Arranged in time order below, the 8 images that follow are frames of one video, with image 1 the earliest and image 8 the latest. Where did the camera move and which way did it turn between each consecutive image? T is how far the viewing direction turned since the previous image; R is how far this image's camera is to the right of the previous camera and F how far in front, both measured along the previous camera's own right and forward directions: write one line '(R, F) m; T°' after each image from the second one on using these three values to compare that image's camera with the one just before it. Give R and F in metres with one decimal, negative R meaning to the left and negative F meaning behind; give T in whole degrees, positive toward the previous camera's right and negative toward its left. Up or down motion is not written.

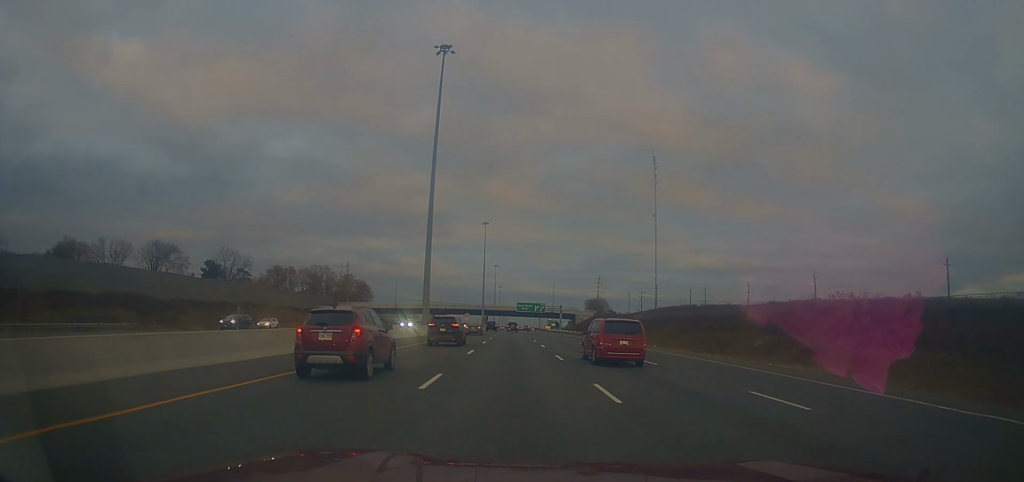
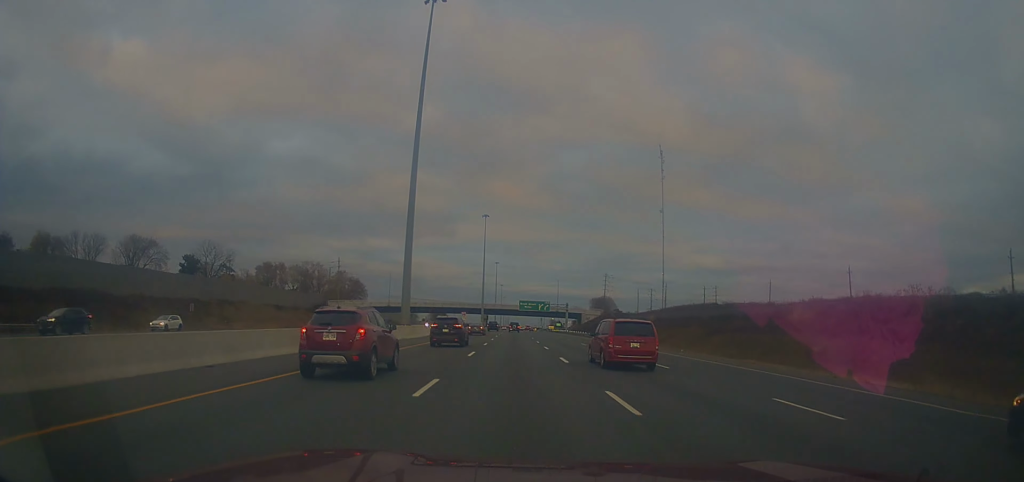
(0.0, +13.4) m; 0°
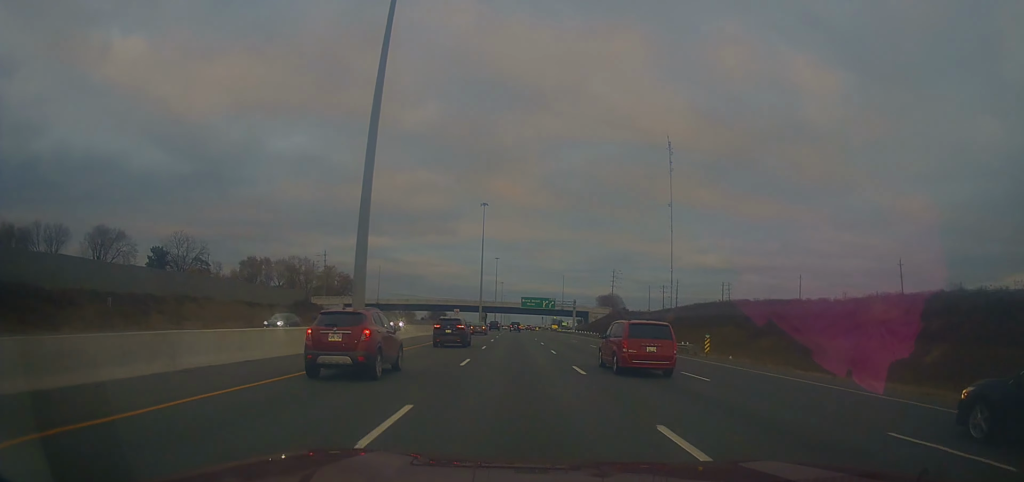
(-0.3, +16.5) m; +1°
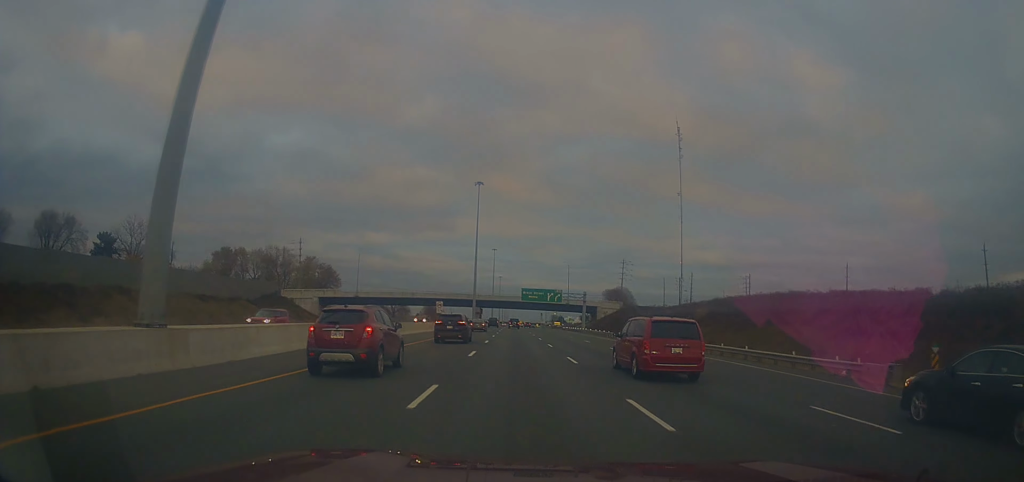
(+0.1, +21.6) m; +1°
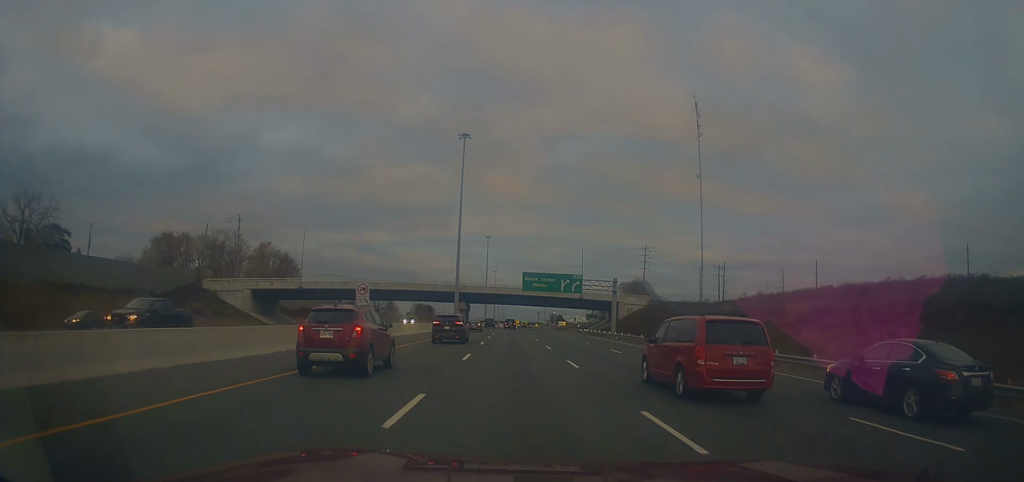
(+0.5, +38.2) m; 0°
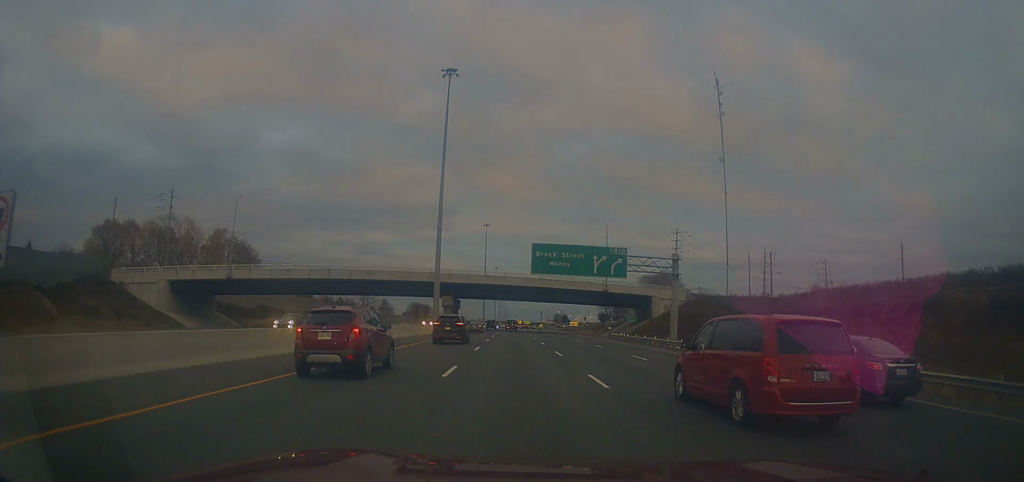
(-0.3, +30.0) m; 0°
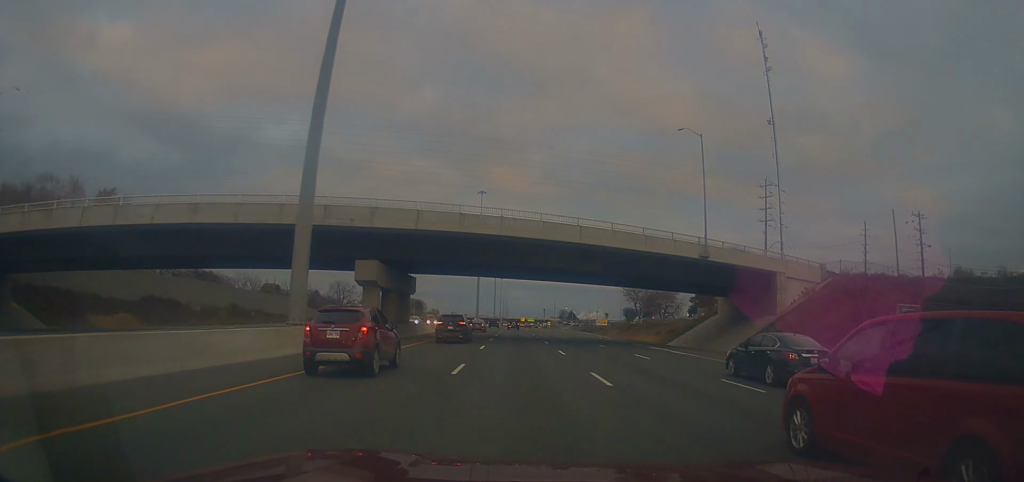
(0.0, +48.5) m; 0°
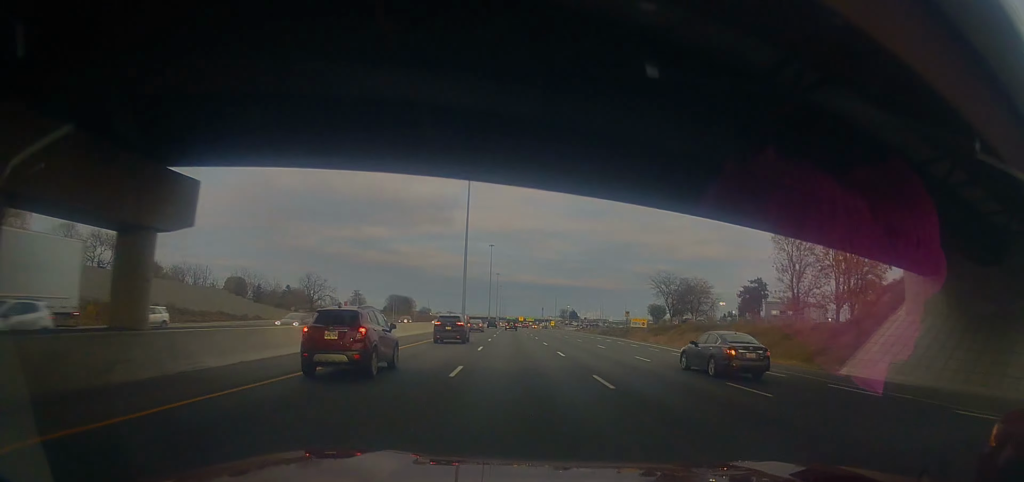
(0.0, +37.0) m; 0°
